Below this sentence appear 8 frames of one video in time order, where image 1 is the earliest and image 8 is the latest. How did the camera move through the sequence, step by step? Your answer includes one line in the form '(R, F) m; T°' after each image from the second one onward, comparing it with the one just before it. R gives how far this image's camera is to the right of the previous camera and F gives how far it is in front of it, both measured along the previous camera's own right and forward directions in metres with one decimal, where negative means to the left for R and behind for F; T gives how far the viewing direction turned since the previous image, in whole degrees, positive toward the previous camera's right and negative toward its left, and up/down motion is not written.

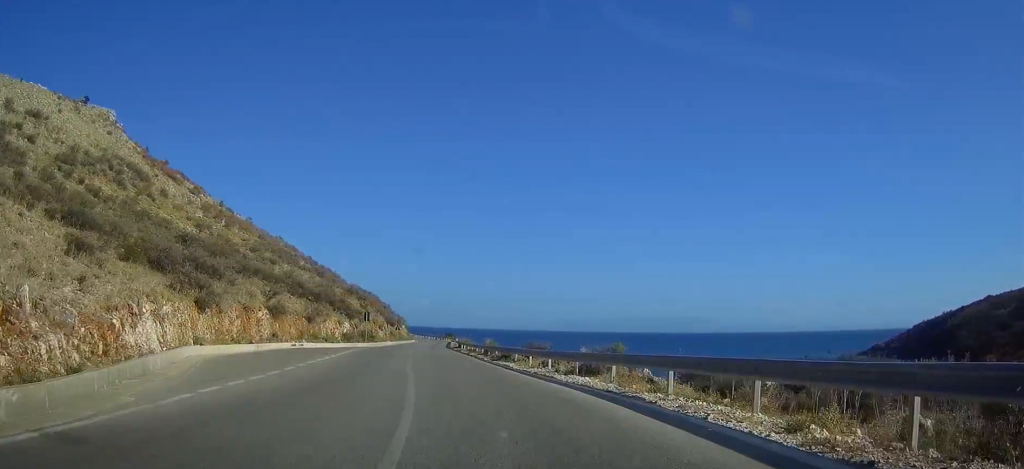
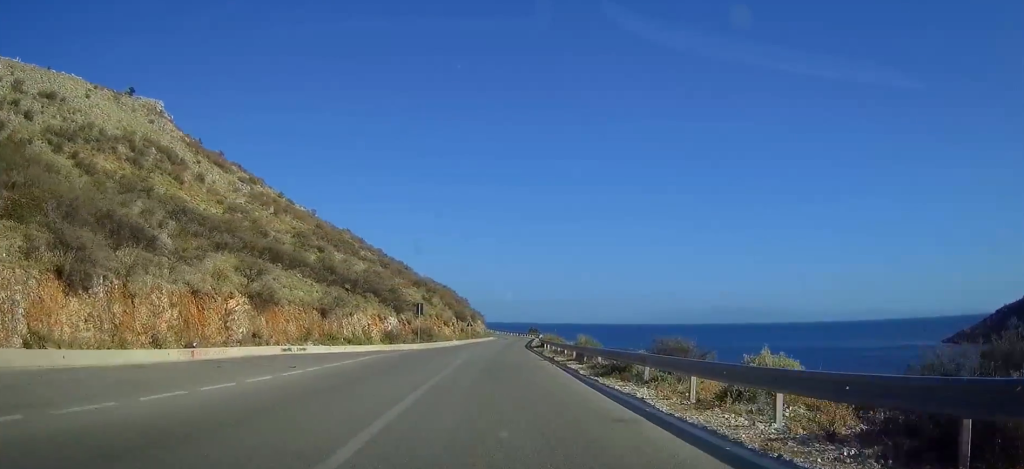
(-0.5, +16.7) m; -6°
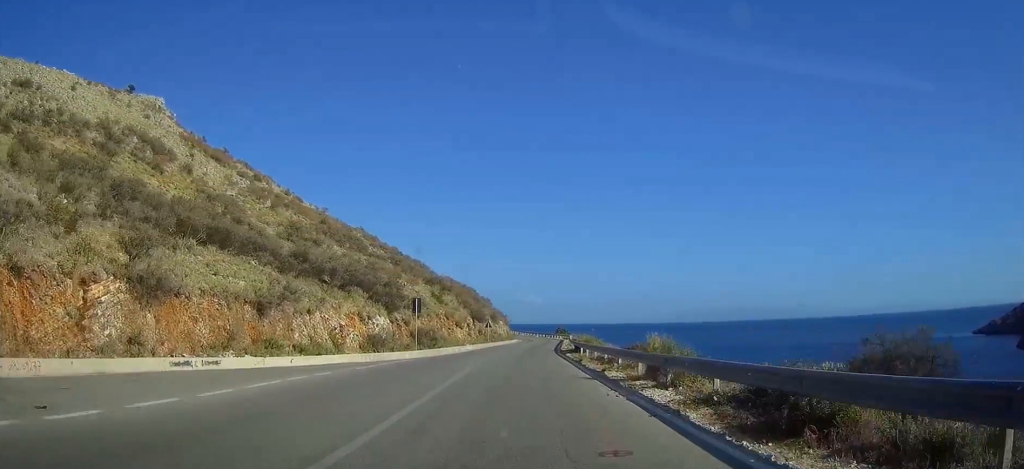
(-0.9, +12.2) m; -4°
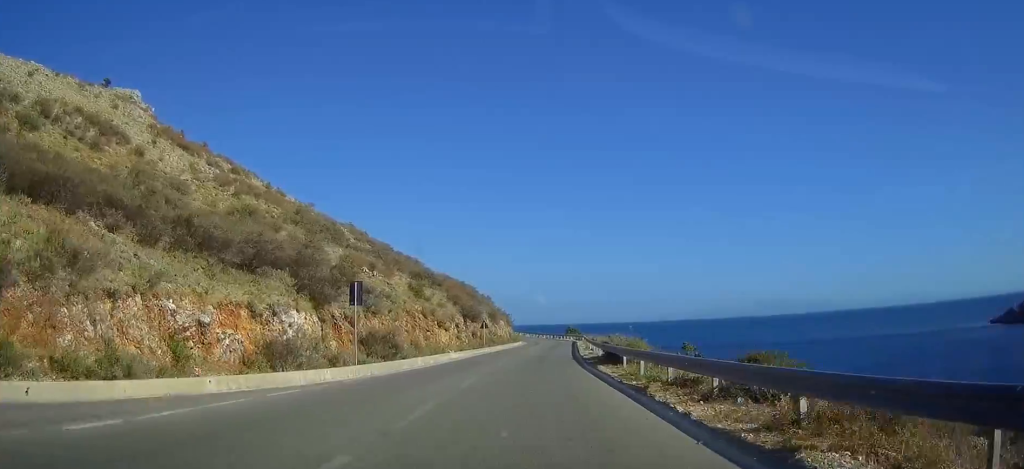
(-0.1, +15.2) m; -1°
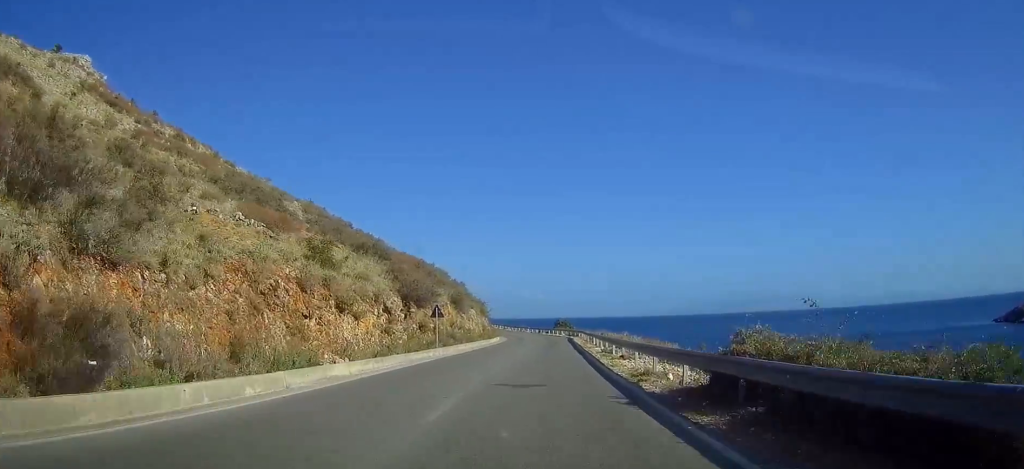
(-0.1, +21.6) m; 0°
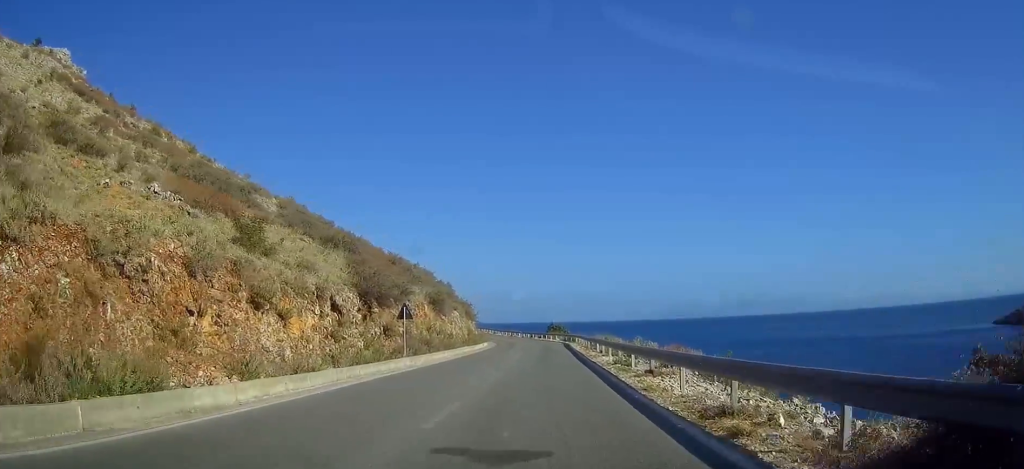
(0.0, +7.6) m; 0°
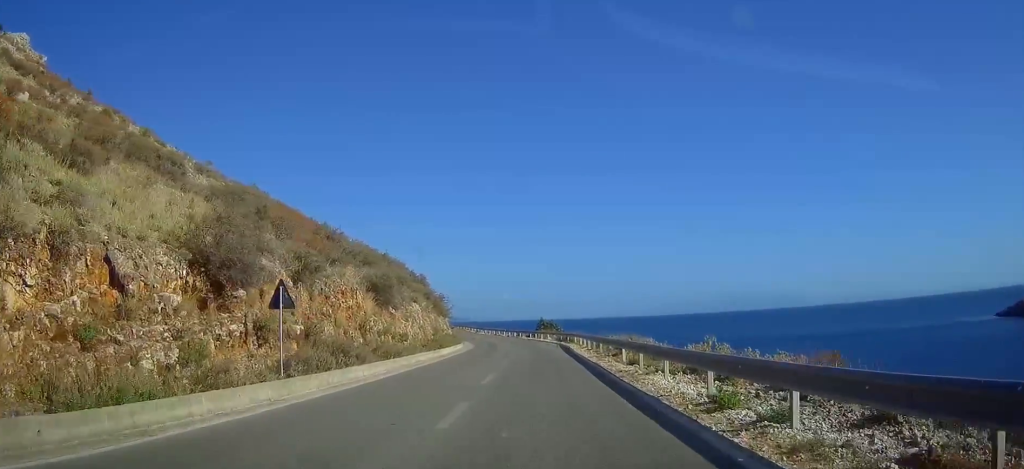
(0.0, +14.6) m; 0°
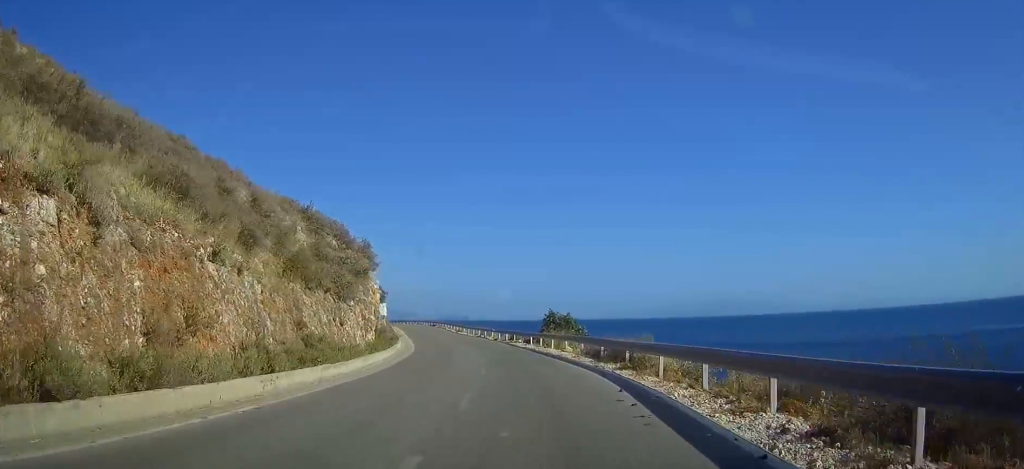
(-0.1, +34.3) m; -2°
